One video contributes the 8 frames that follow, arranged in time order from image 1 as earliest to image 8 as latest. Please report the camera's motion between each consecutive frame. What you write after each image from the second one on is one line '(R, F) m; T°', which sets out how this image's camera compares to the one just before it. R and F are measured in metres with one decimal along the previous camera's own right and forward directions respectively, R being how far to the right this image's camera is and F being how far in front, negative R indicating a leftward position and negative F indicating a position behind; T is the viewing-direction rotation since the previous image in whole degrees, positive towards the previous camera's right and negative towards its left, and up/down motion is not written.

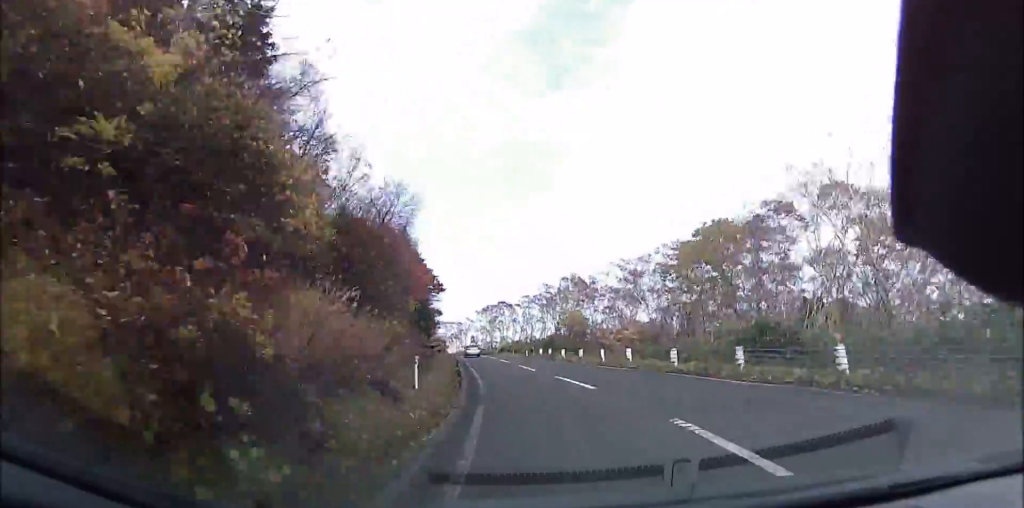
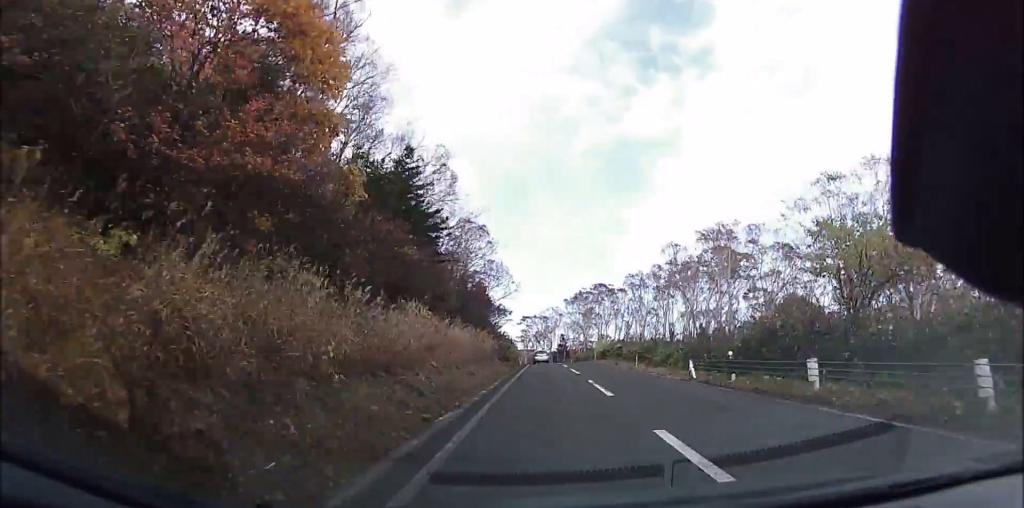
(-3.1, +30.4) m; -9°
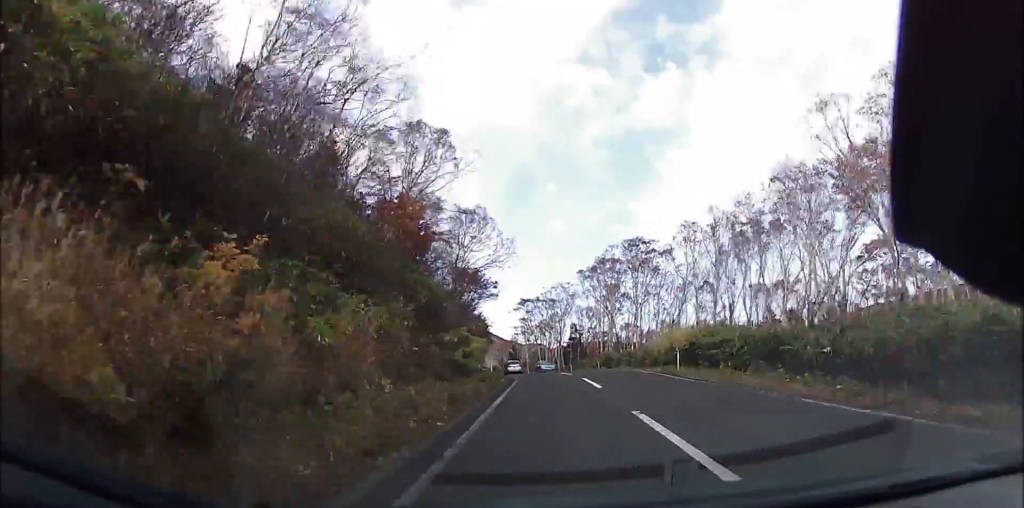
(-1.7, +28.9) m; -6°
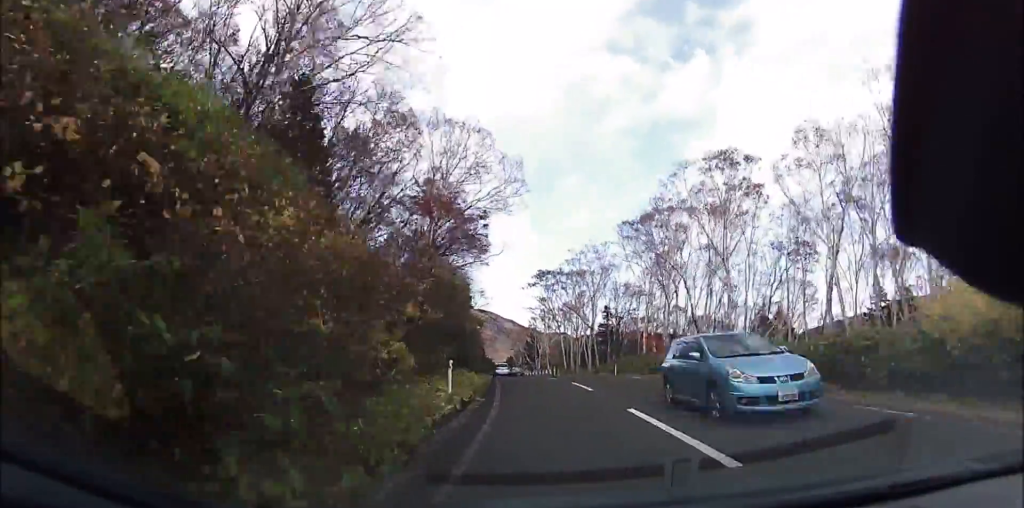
(-0.7, +19.5) m; -3°
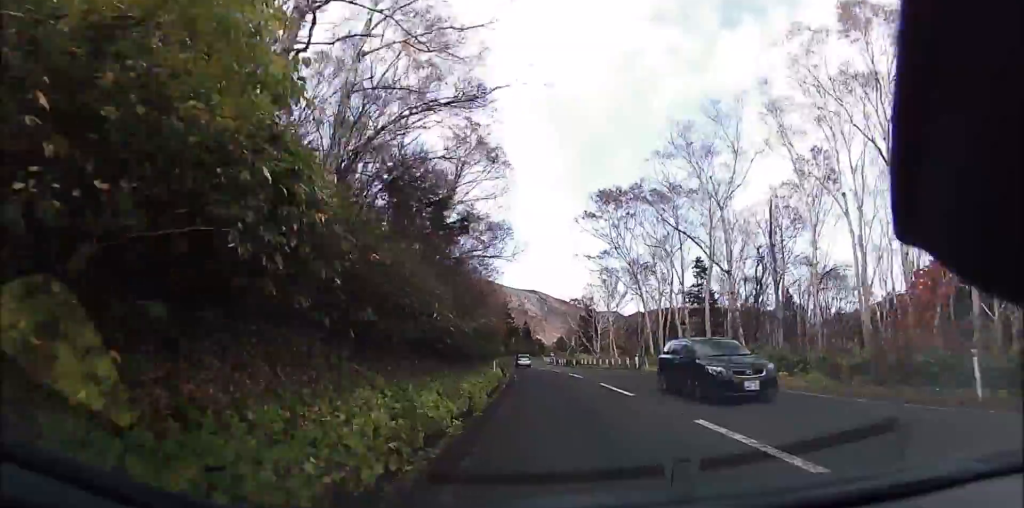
(-0.5, +23.1) m; -4°
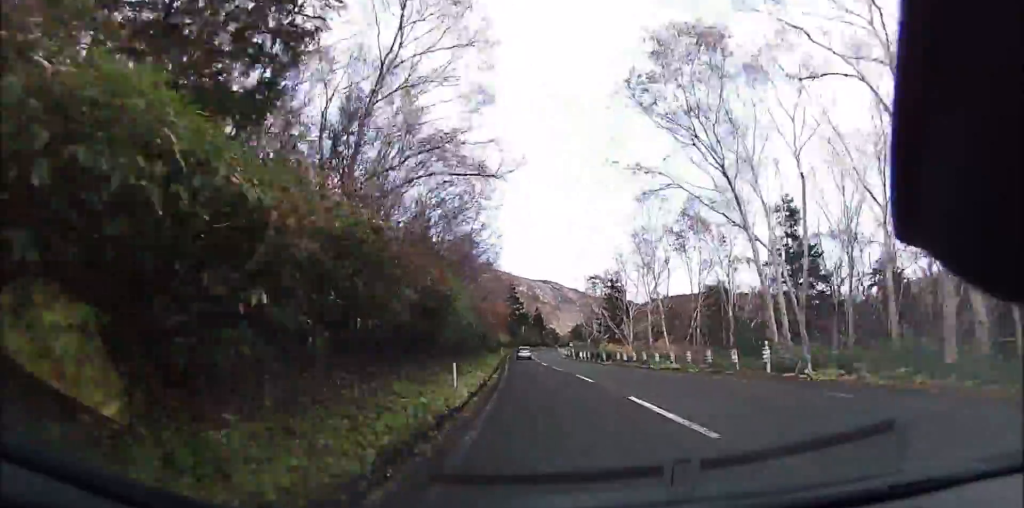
(-0.4, +16.5) m; -3°
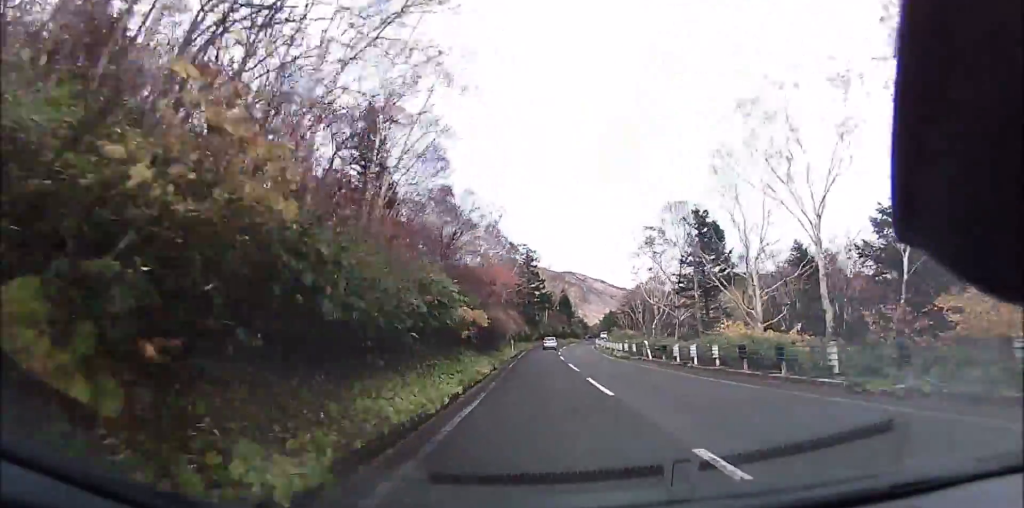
(-1.2, +24.9) m; -2°
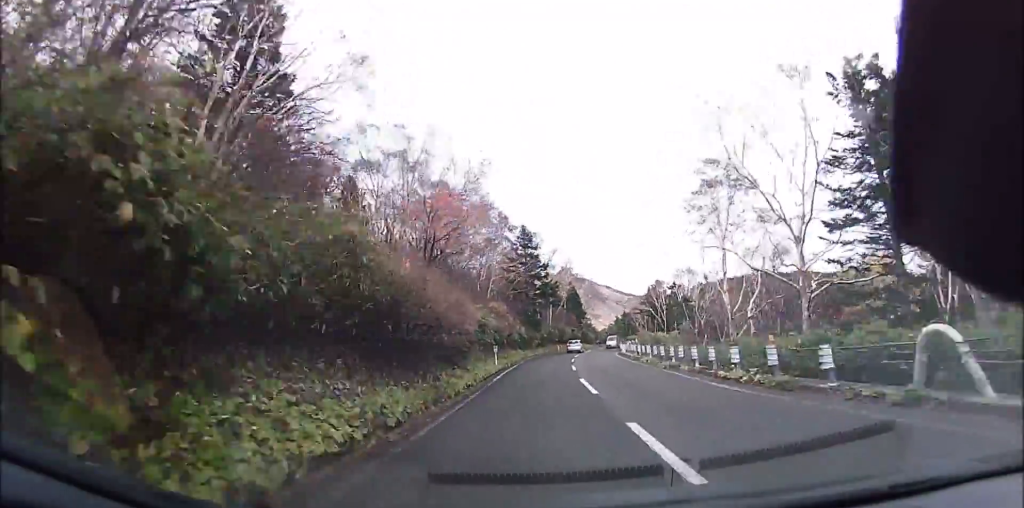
(+0.3, +17.2) m; 0°
